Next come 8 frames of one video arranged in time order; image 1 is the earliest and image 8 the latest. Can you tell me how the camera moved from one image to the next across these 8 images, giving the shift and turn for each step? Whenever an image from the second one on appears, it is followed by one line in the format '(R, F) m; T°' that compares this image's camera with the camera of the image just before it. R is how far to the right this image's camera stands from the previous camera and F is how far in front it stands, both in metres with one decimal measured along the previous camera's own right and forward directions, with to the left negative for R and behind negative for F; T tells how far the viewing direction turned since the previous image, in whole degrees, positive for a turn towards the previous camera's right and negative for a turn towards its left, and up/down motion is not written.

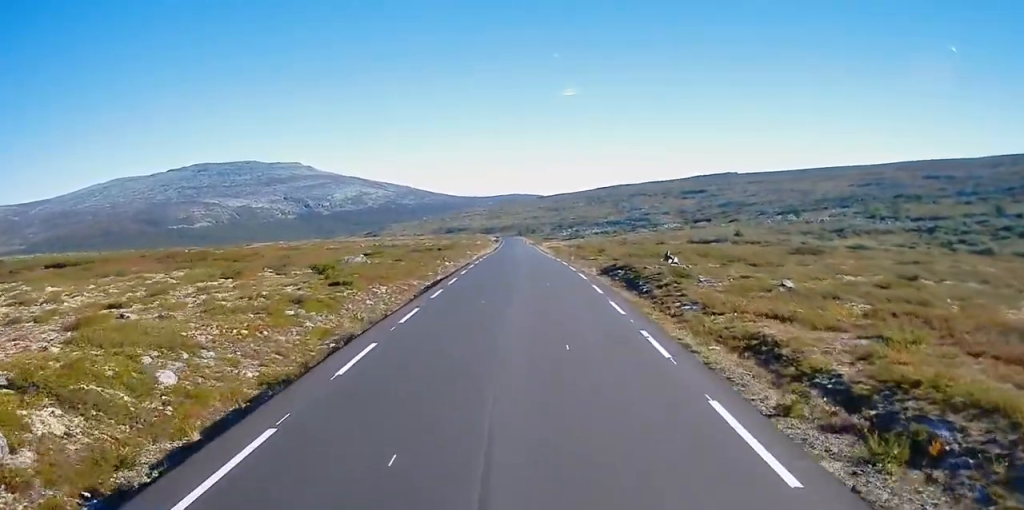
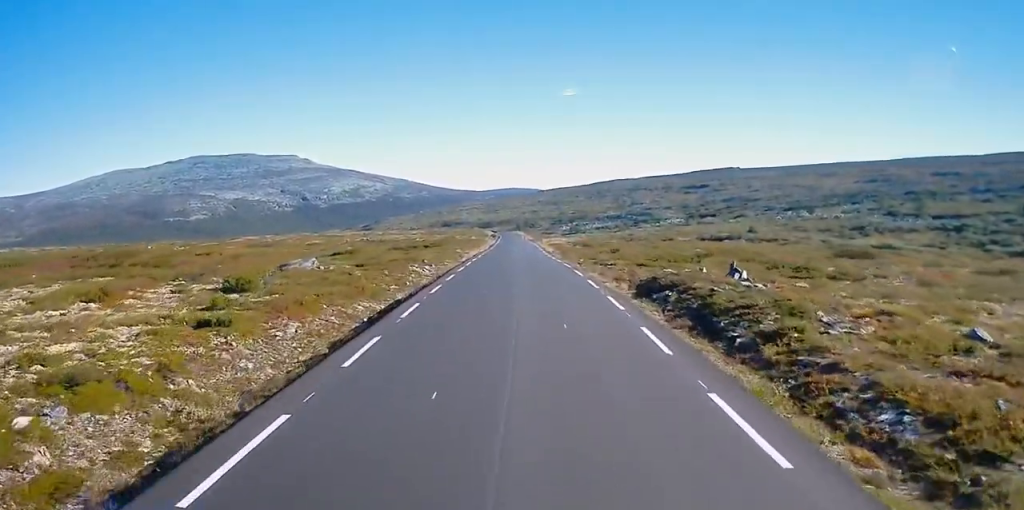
(+0.2, +11.5) m; 0°
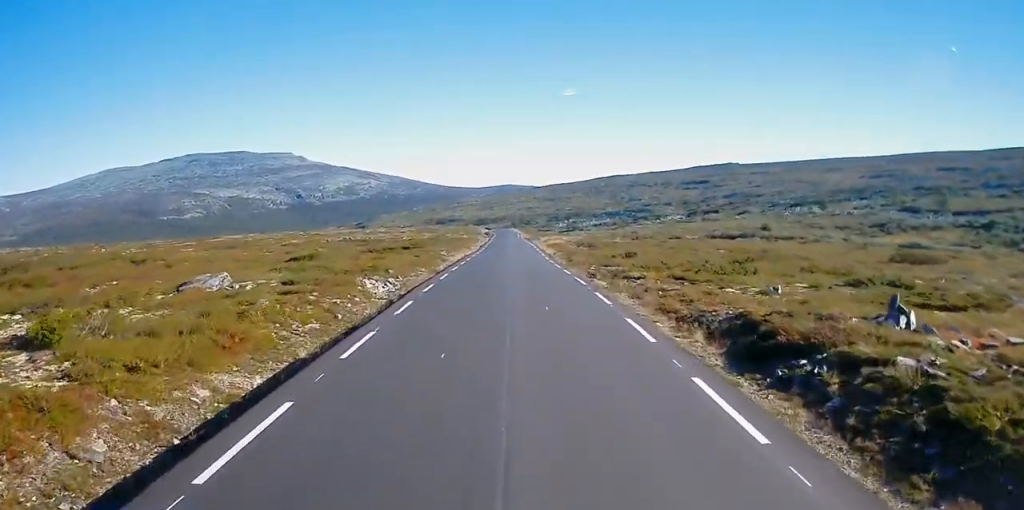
(-0.1, +11.5) m; -1°
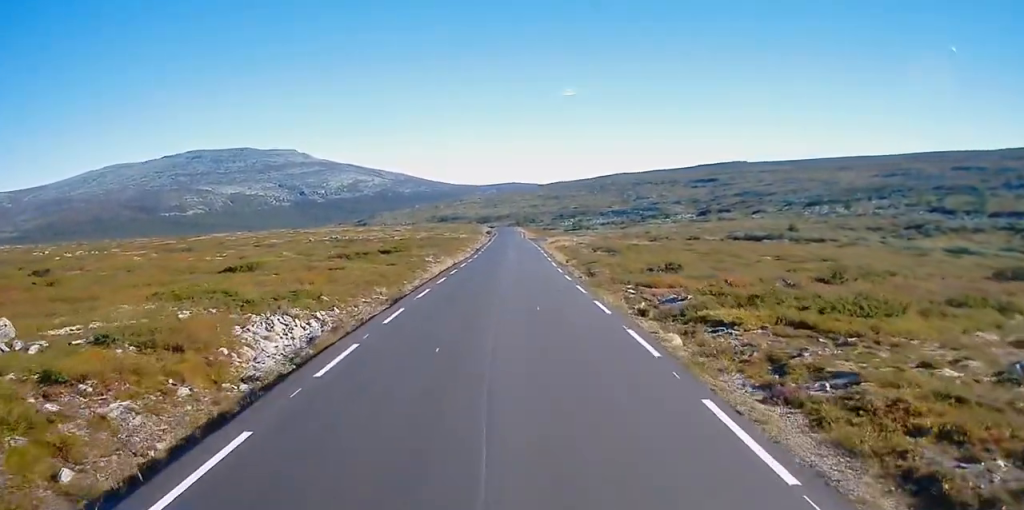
(0.0, +13.4) m; 0°
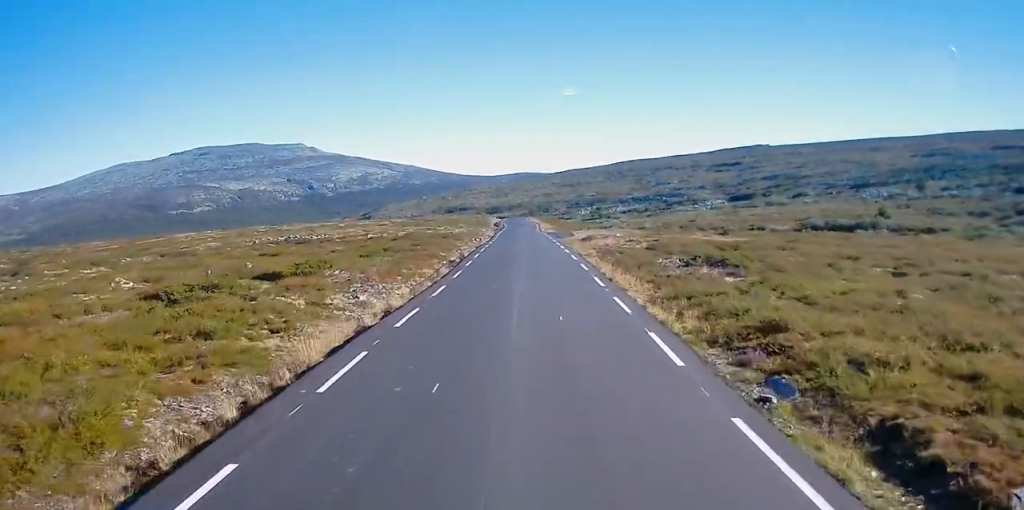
(0.0, +31.5) m; 0°
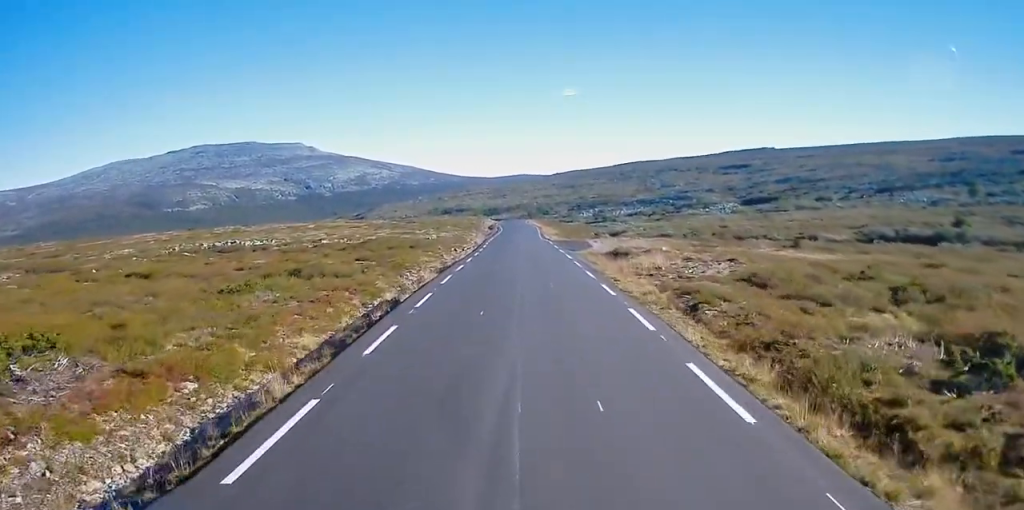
(+0.2, +21.5) m; 0°
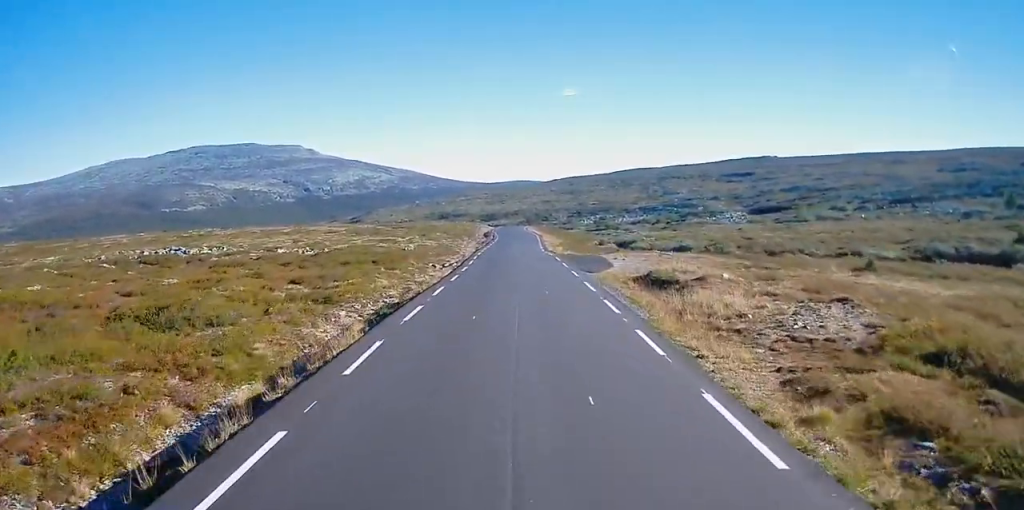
(-0.1, +13.4) m; -1°
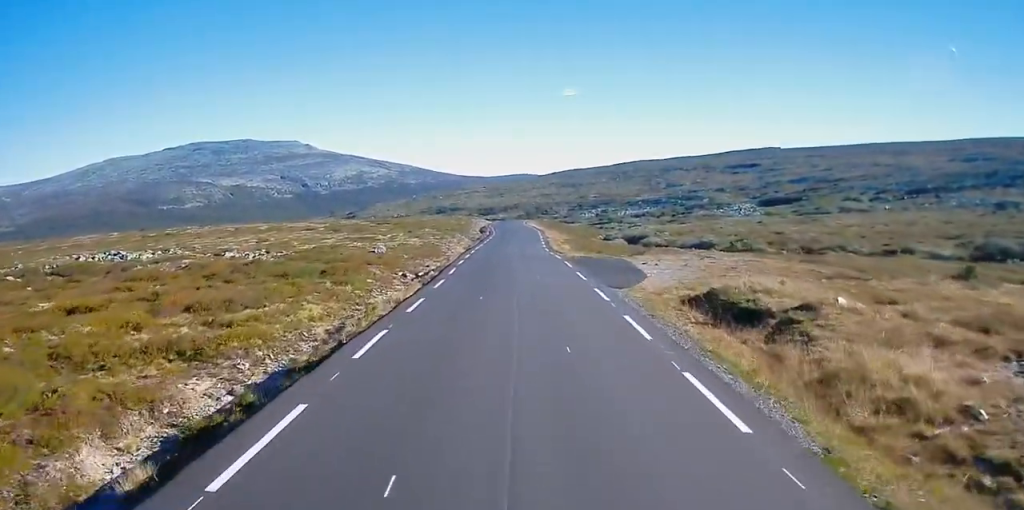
(-0.2, +11.0) m; 0°
